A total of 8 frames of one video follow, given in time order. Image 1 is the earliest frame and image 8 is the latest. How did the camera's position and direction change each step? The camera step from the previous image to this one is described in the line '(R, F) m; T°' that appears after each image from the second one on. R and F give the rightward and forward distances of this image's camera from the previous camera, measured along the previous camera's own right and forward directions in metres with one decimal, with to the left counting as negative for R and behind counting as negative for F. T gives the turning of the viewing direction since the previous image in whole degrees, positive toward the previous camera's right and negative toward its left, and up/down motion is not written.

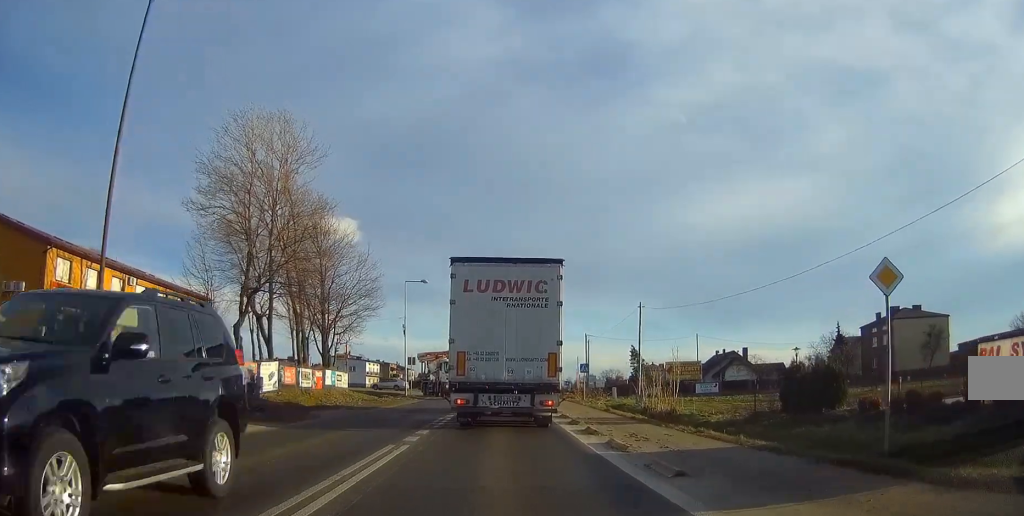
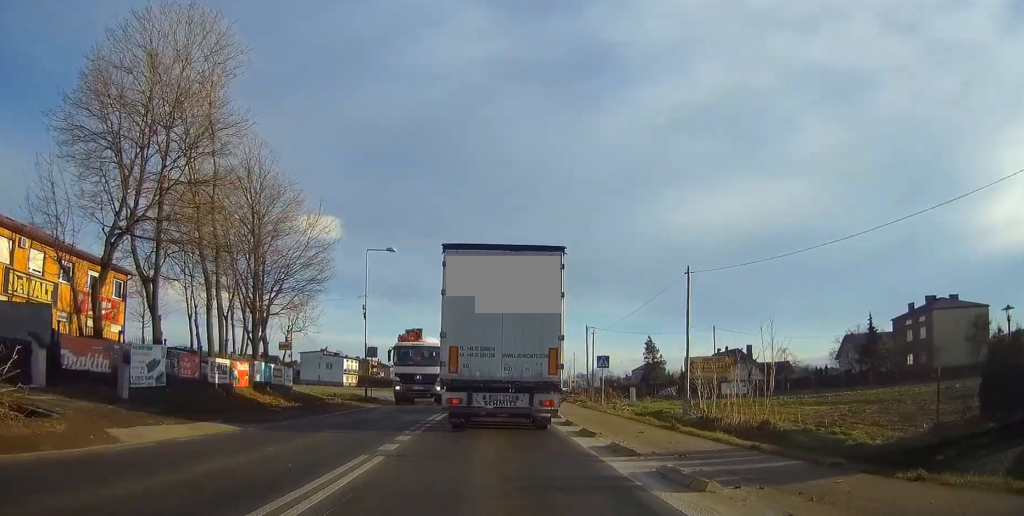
(0.0, +13.5) m; -1°
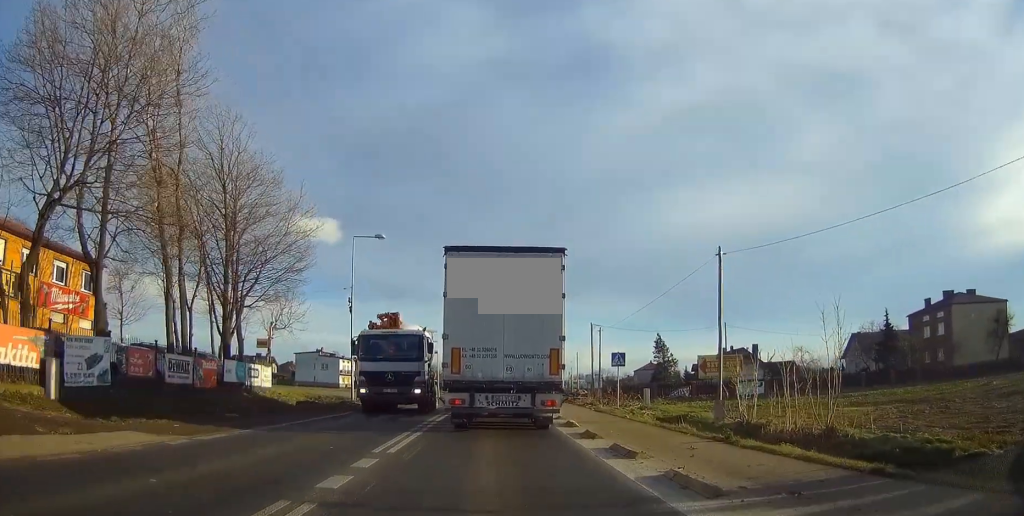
(0.0, +4.4) m; 0°
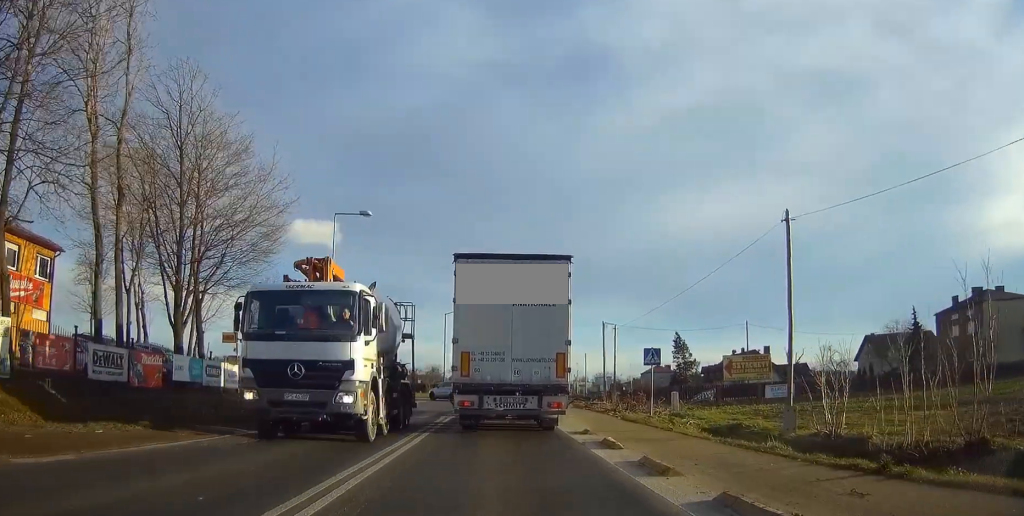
(0.0, +5.9) m; 0°
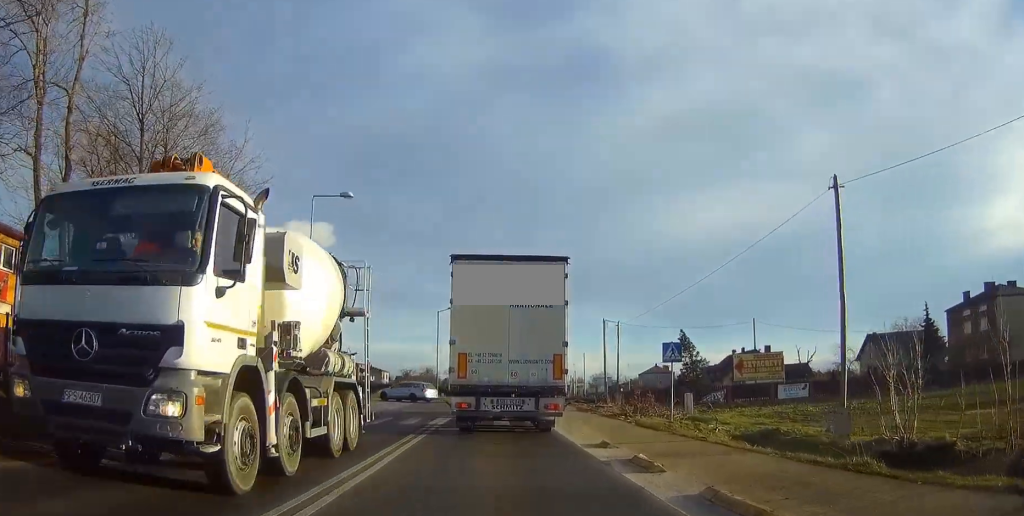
(0.0, +3.0) m; 0°
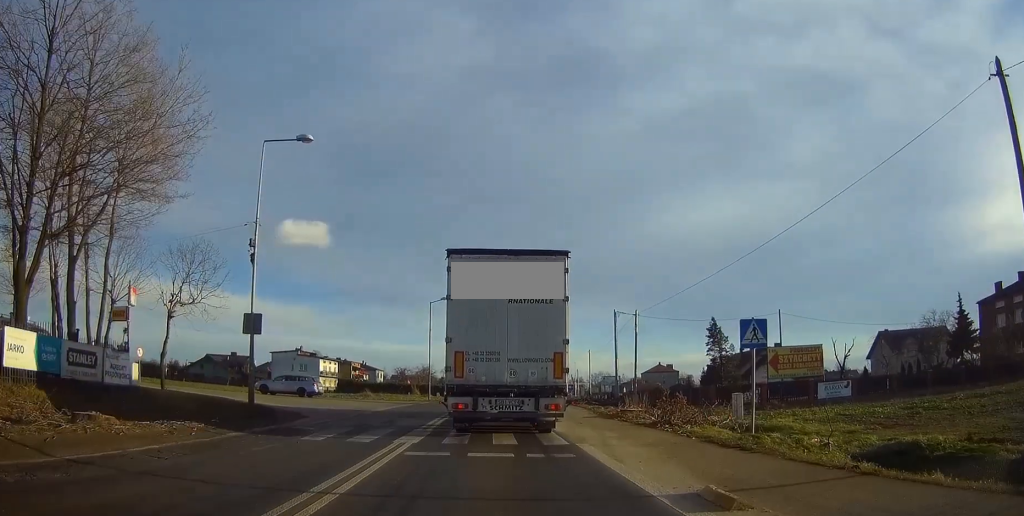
(0.0, +5.8) m; -3°
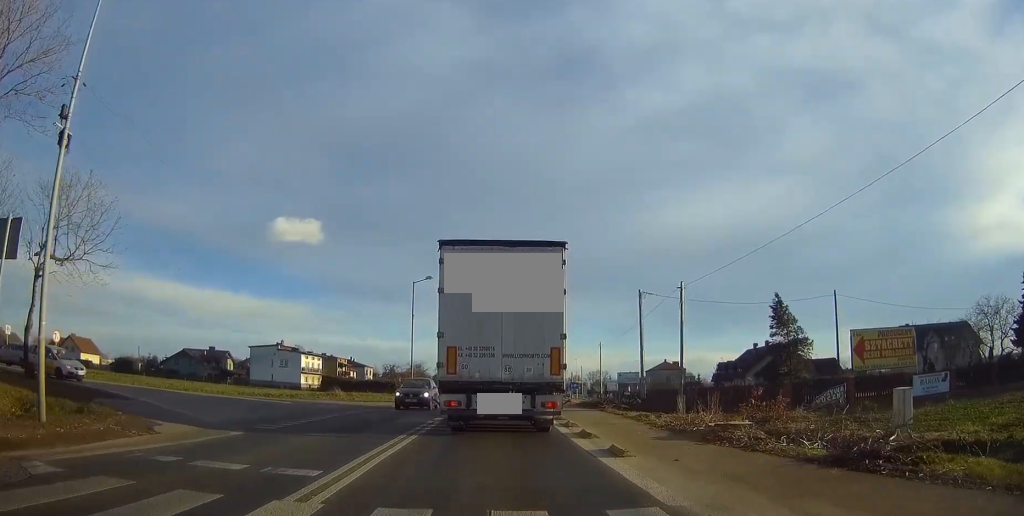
(-0.2, +10.7) m; +2°
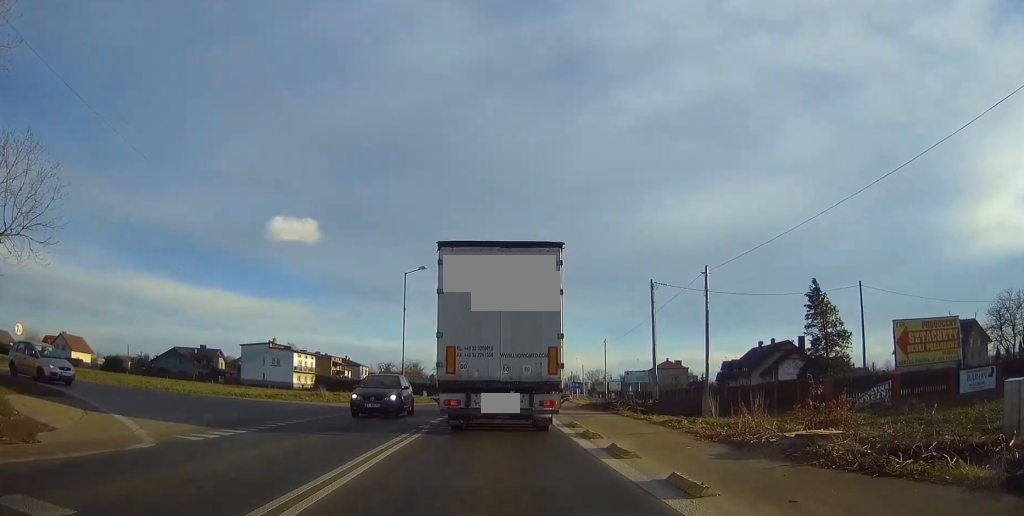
(0.0, +4.2) m; +2°
